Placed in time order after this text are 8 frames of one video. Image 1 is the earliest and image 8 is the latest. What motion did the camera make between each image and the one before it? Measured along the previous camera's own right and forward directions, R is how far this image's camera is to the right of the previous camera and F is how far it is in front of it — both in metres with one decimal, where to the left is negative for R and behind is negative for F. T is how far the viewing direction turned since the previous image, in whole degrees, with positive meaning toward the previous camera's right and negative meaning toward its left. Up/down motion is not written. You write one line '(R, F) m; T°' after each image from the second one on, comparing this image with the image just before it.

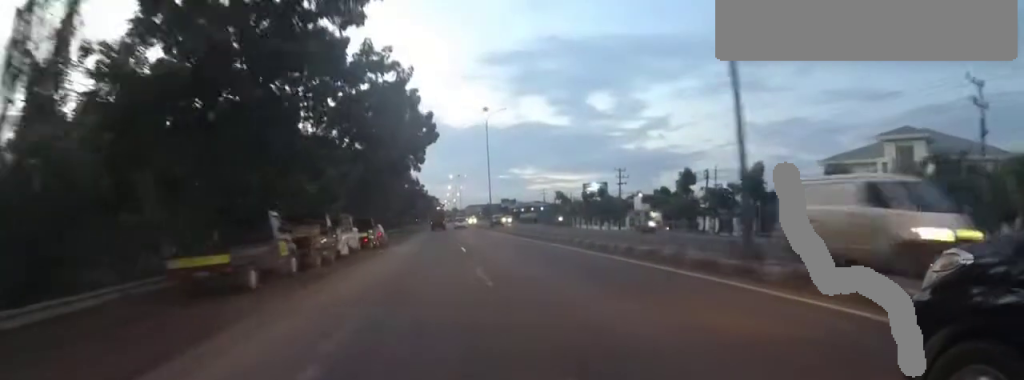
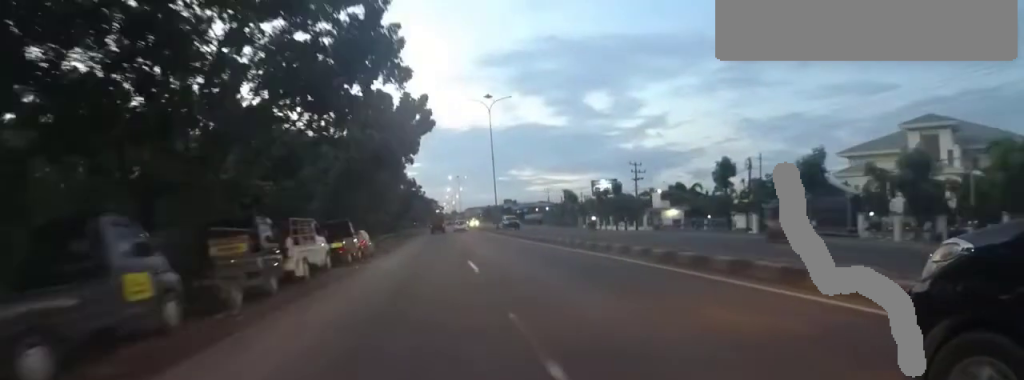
(0.0, +6.1) m; 0°
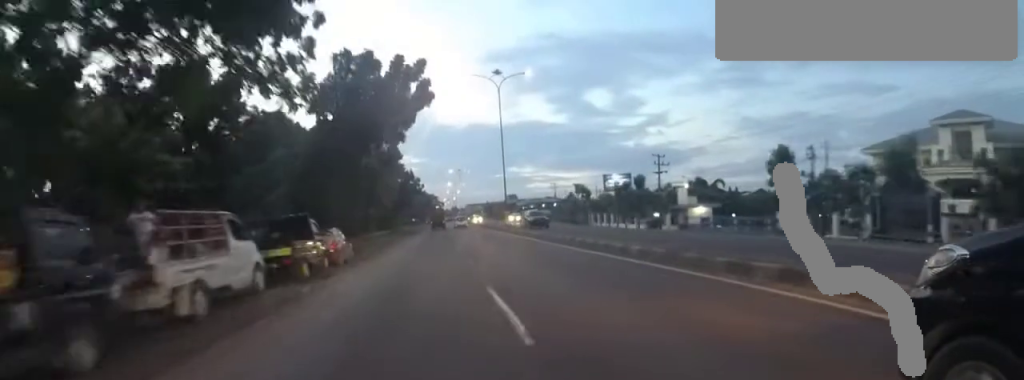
(0.0, +6.6) m; +1°
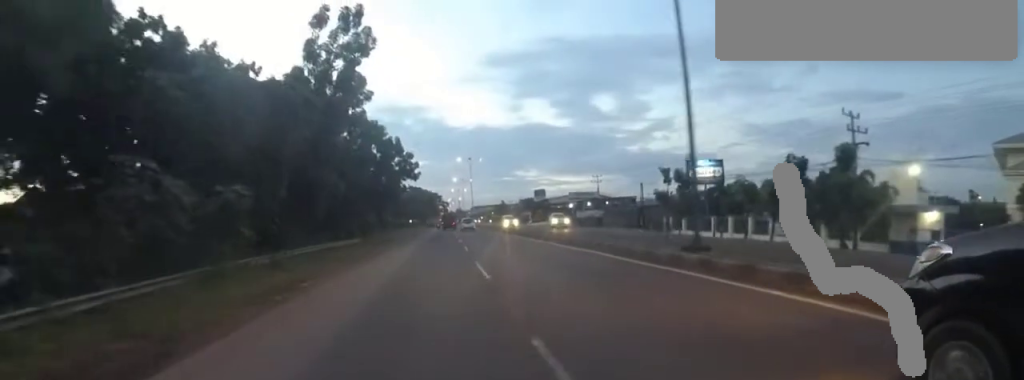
(+1.7, +27.2) m; +3°
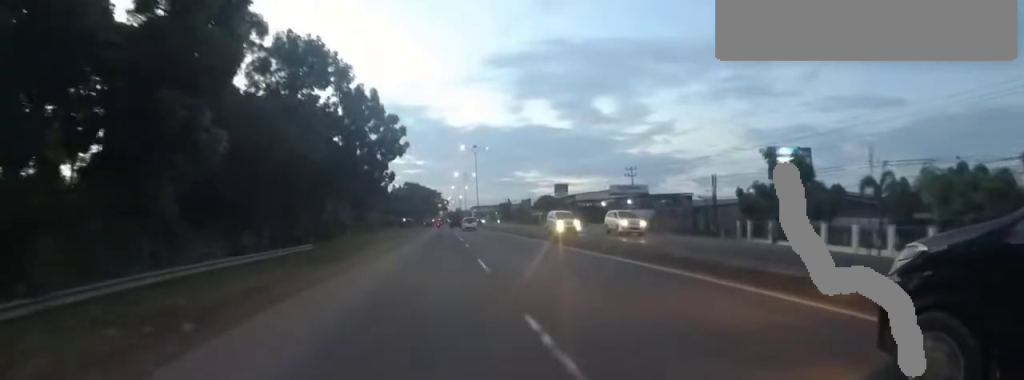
(-1.2, +15.2) m; -7°
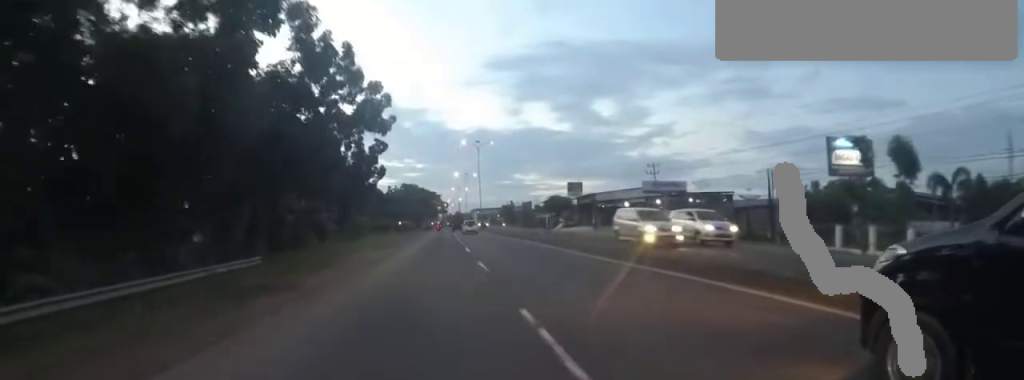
(-0.6, +7.7) m; +2°
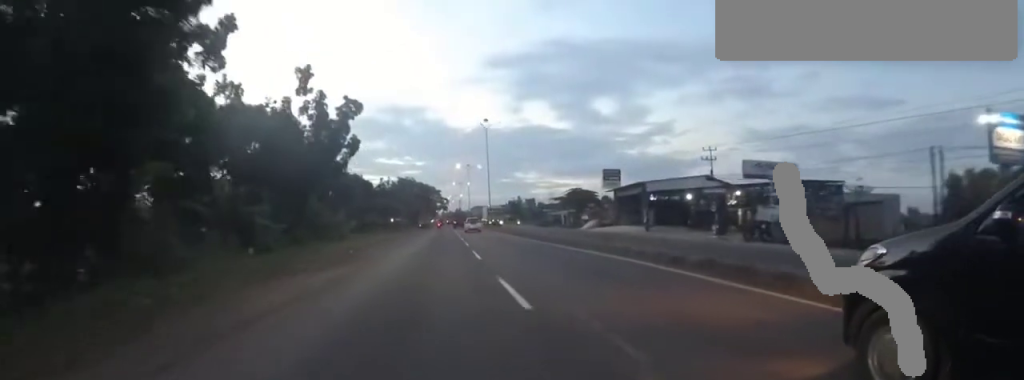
(+0.9, +13.5) m; +4°
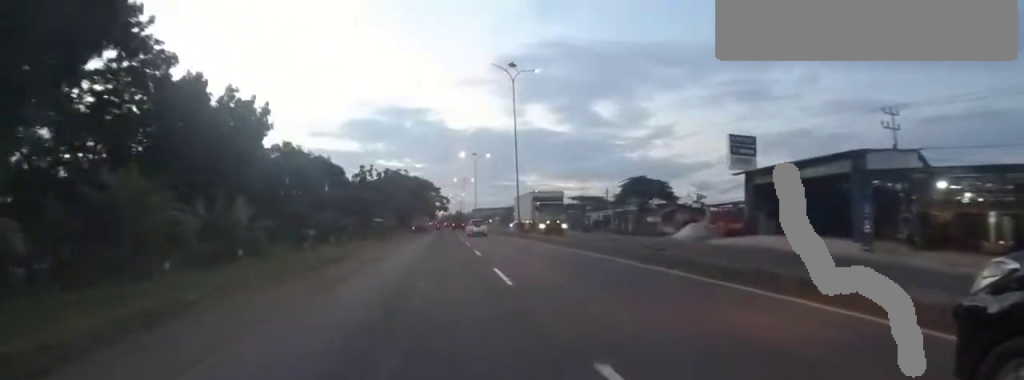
(+0.2, +22.3) m; +2°
